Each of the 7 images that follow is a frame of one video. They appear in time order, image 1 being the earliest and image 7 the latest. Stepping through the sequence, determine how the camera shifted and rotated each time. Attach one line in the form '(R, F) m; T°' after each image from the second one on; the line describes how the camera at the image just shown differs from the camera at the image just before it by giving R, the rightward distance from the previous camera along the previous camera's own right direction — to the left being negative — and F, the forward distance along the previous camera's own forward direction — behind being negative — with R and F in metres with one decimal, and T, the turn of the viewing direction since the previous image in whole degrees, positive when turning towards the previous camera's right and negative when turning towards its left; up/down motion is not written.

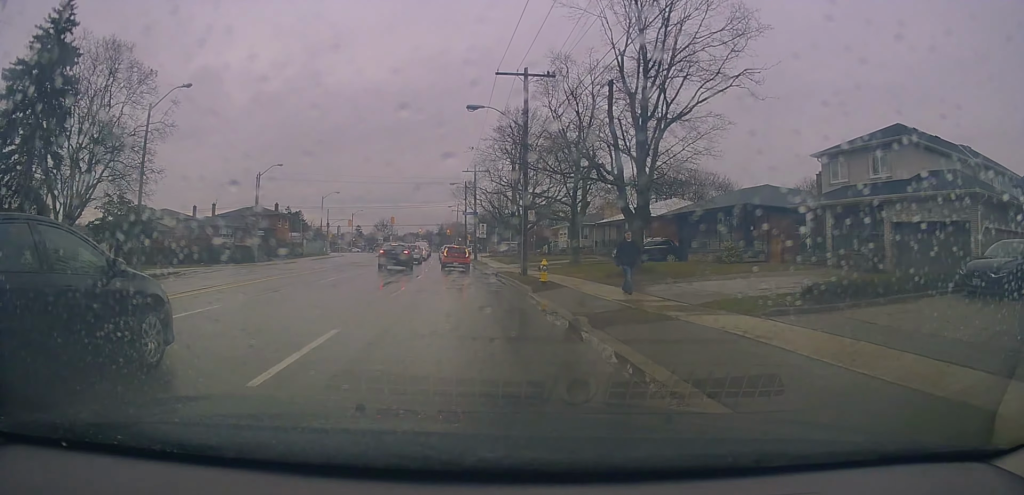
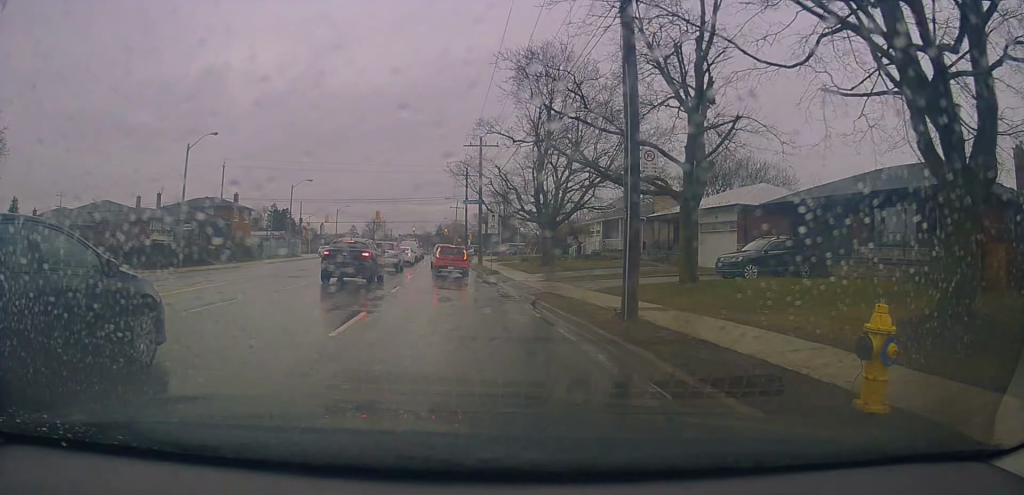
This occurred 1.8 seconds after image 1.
(0.0, +16.6) m; +2°
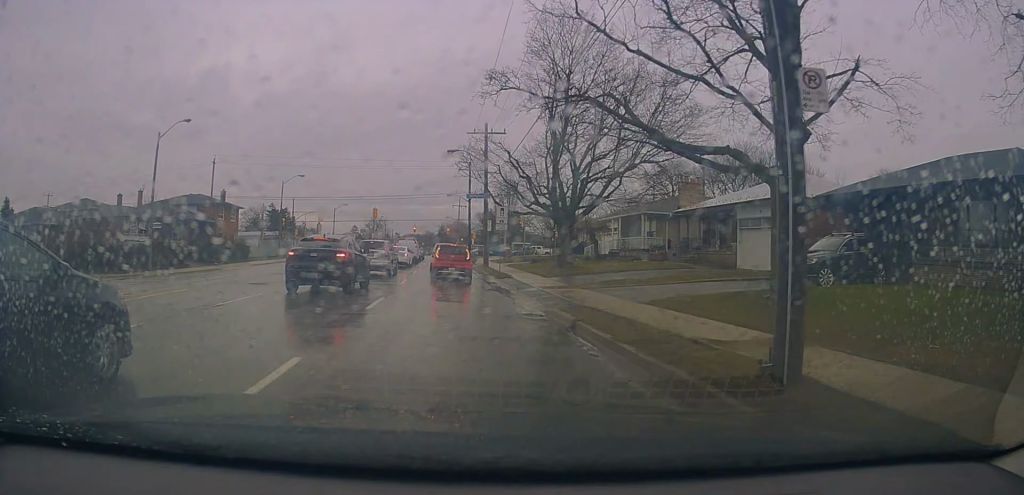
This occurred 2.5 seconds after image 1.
(0.0, +4.7) m; 0°
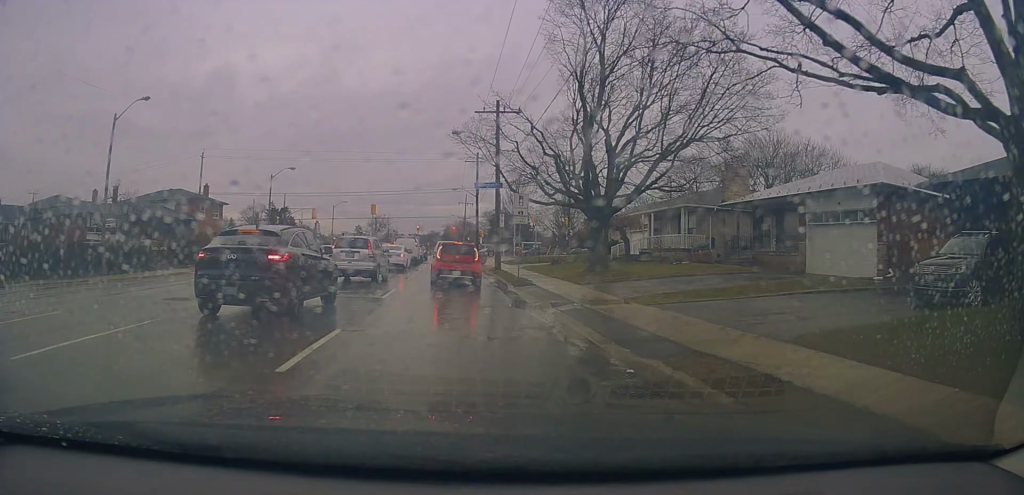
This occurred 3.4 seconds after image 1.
(-0.1, +5.5) m; -4°
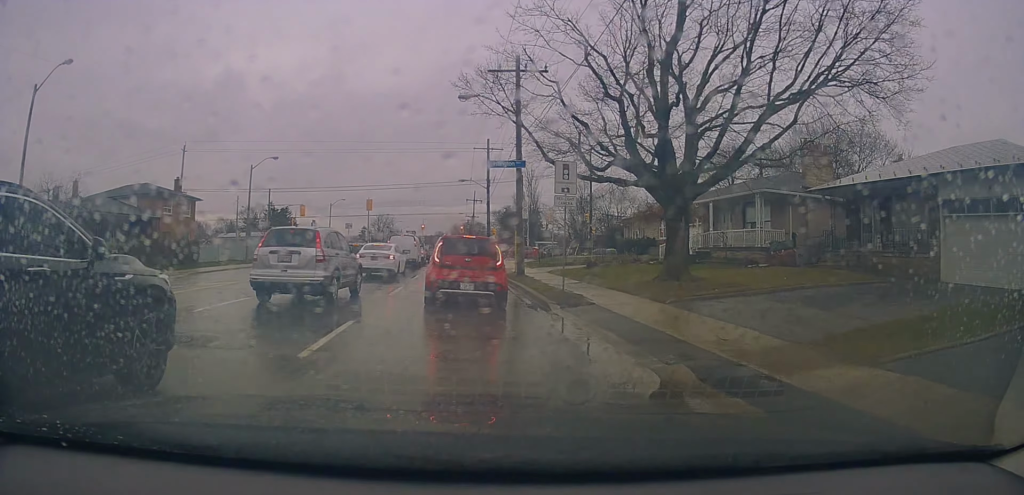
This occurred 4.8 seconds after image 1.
(-0.5, +7.0) m; -6°
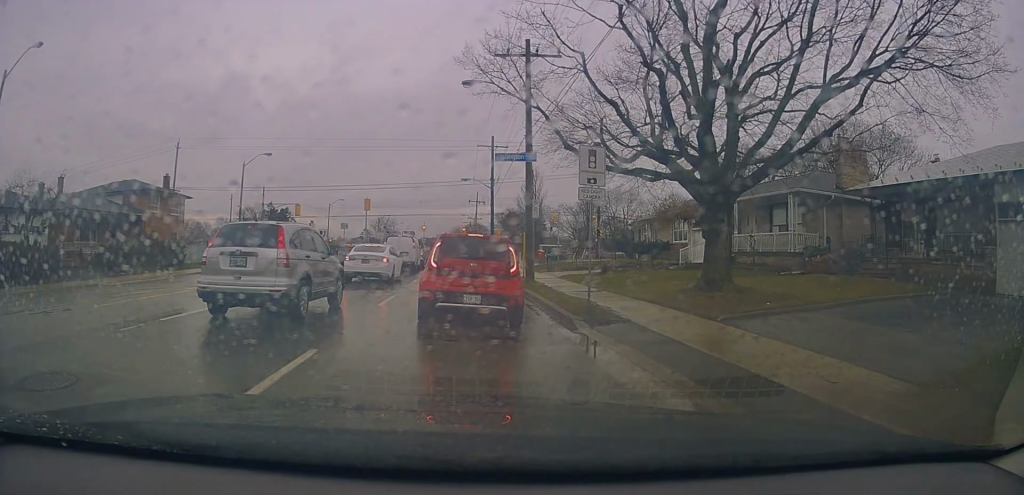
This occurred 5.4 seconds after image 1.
(0.0, +2.2) m; -1°
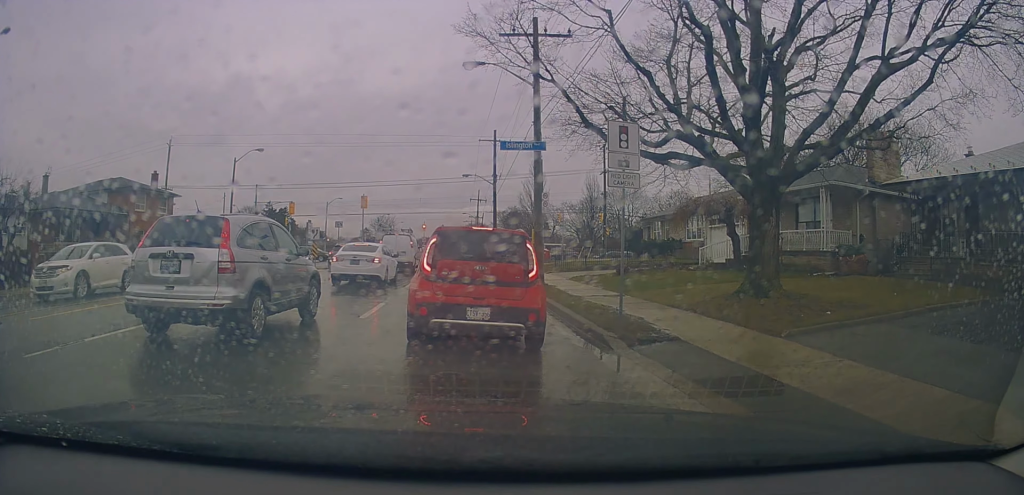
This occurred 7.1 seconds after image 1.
(+0.2, +1.8) m; 0°
